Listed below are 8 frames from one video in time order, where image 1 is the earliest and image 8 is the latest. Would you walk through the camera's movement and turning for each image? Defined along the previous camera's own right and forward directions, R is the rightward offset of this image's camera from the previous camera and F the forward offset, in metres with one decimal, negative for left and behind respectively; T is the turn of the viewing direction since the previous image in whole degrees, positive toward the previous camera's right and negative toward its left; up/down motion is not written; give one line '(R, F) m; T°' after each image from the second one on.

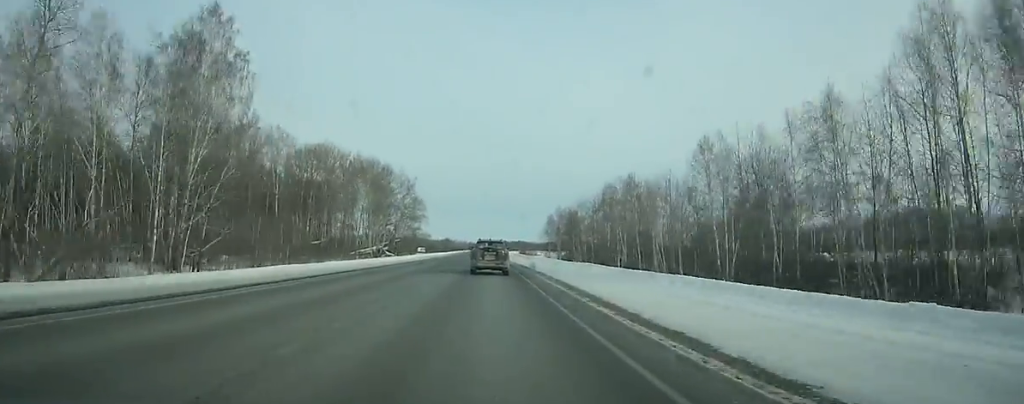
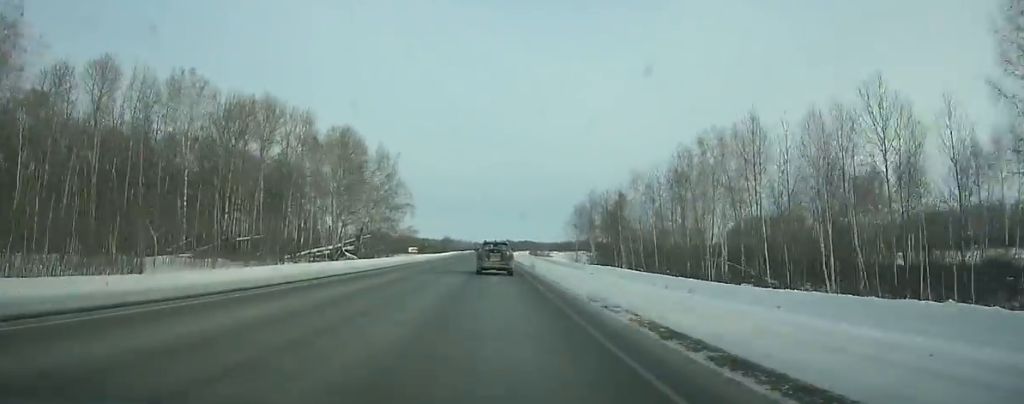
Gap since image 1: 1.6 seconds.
(0.0, +43.1) m; 0°
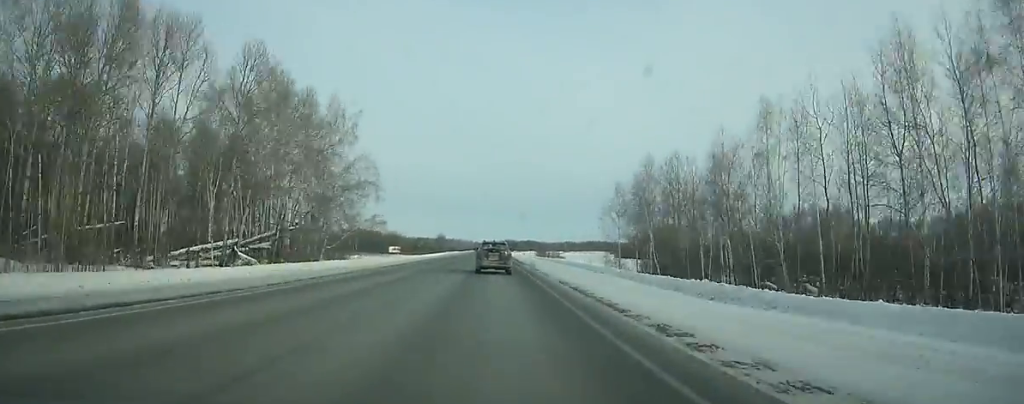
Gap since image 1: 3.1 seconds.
(0.0, +40.4) m; 0°
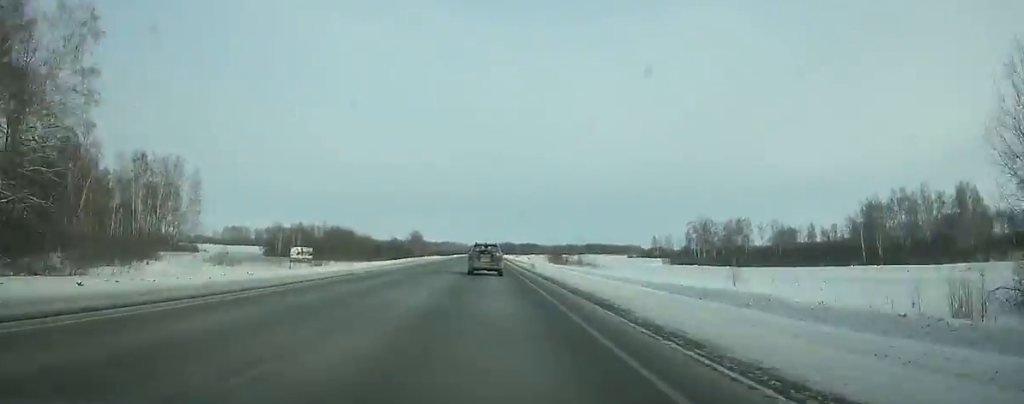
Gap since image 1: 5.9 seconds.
(+0.1, +76.1) m; 0°
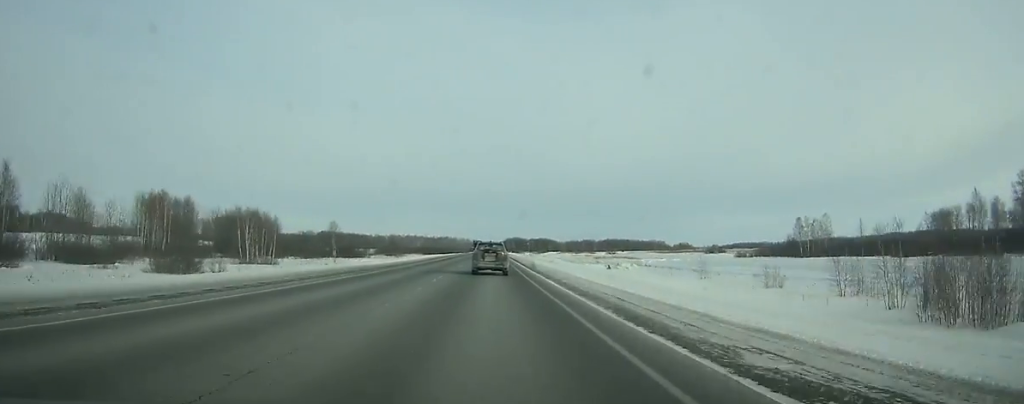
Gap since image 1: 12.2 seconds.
(-0.8, +173.6) m; 0°
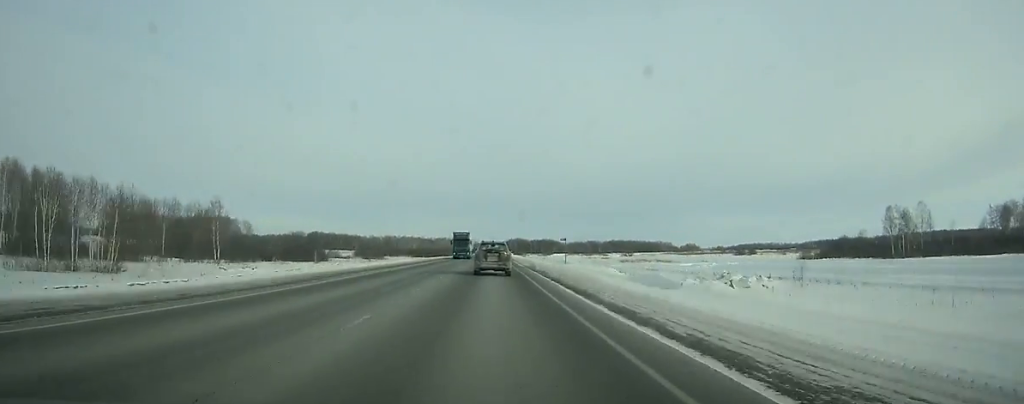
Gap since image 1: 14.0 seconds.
(0.0, +50.3) m; 0°
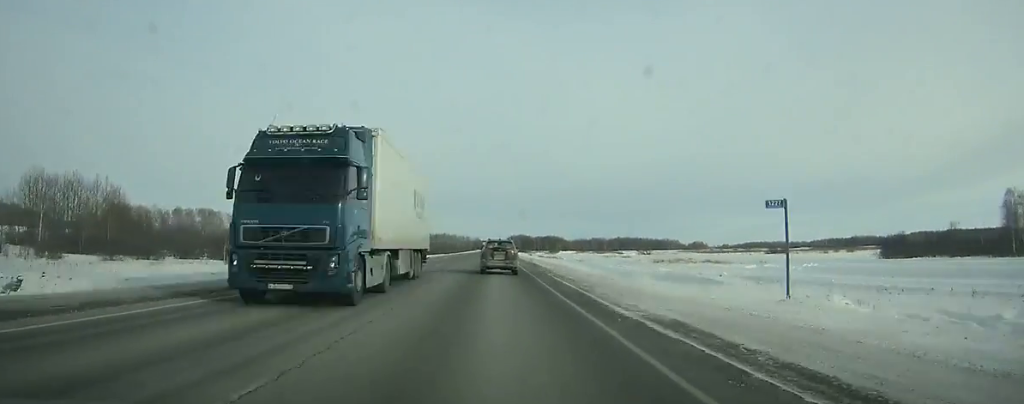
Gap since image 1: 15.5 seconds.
(0.0, +41.9) m; 0°
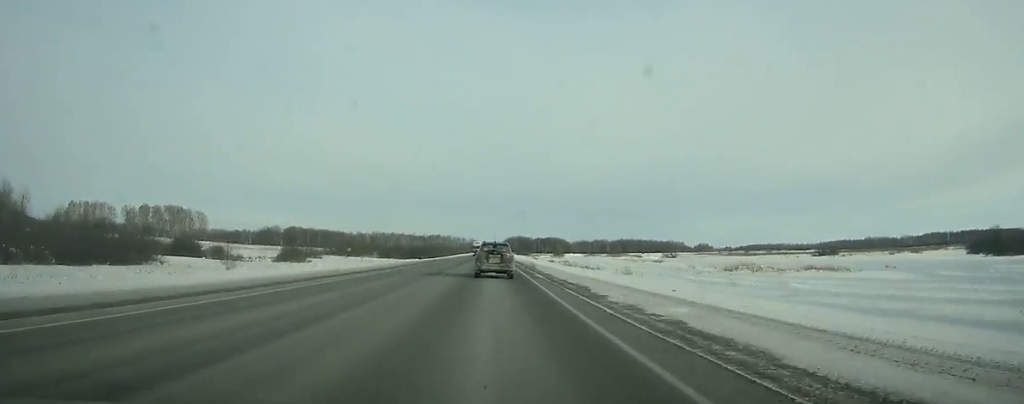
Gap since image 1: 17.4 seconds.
(0.0, +53.4) m; 0°
